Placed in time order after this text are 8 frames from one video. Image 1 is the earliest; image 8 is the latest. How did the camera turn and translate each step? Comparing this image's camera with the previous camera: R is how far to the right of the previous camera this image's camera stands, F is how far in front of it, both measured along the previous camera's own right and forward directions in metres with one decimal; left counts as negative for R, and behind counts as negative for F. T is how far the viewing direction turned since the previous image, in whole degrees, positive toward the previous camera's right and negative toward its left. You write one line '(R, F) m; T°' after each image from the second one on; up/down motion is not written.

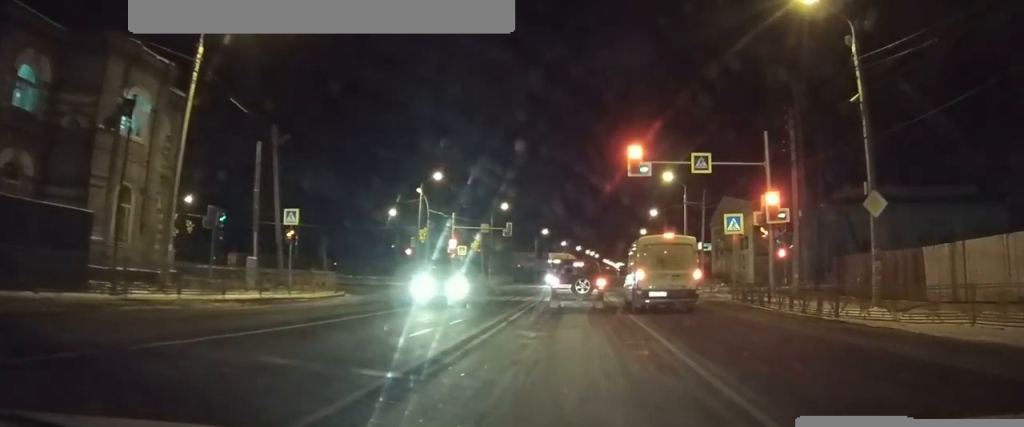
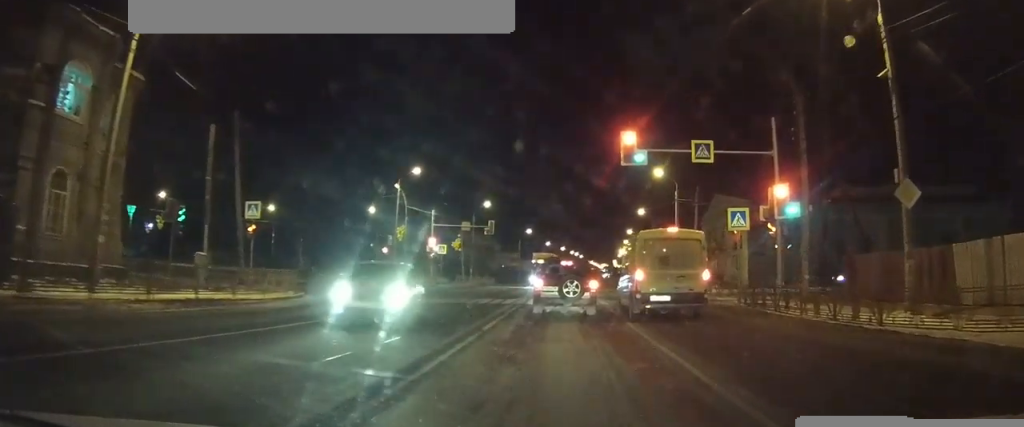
(0.0, +2.7) m; +1°
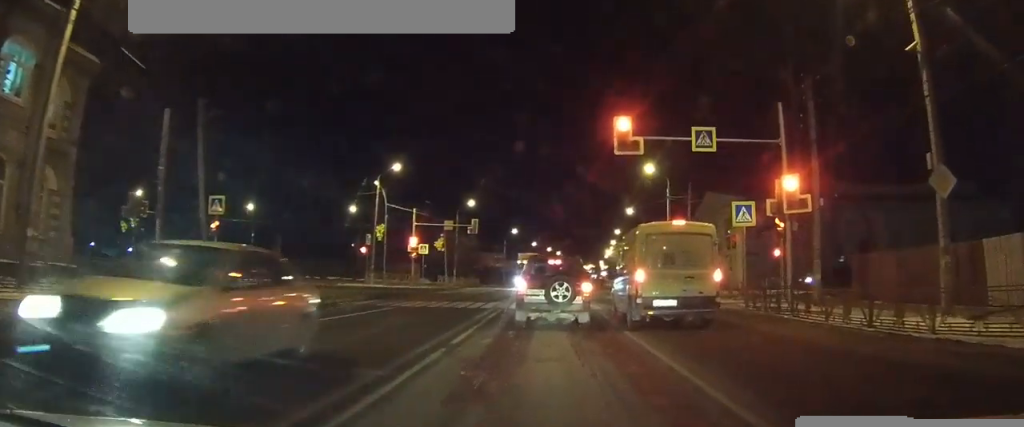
(0.0, +2.2) m; +1°
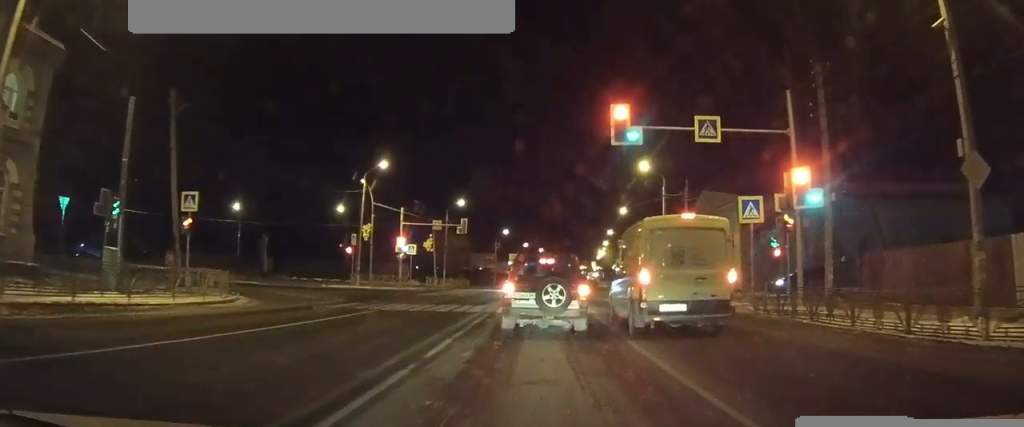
(0.0, +1.6) m; +1°
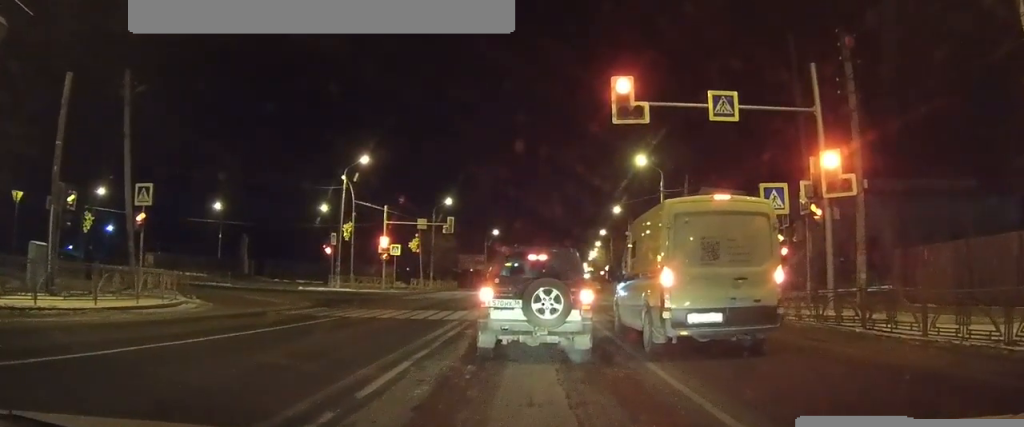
(0.0, +3.3) m; -2°
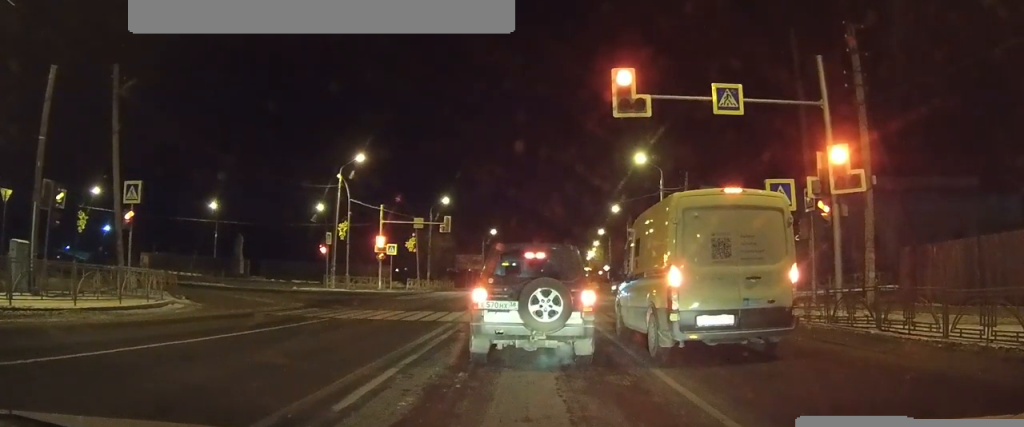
(-0.1, +2.0) m; -2°
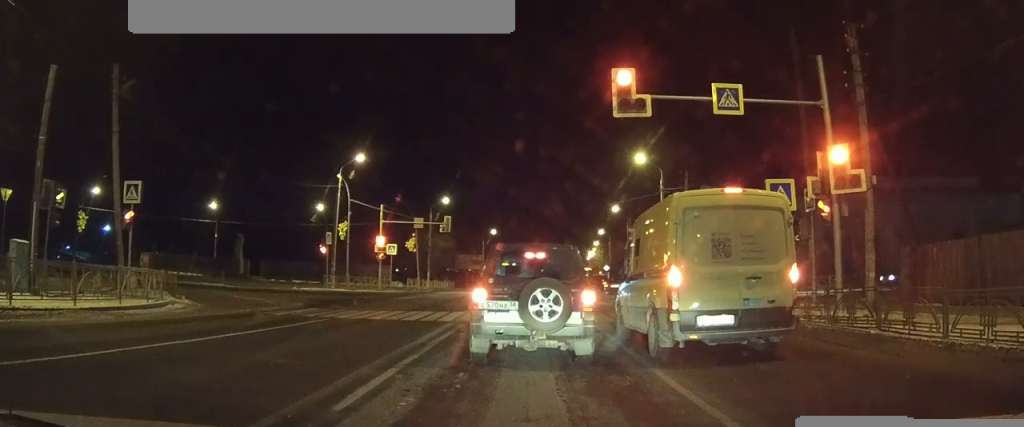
(-0.2, +1.3) m; 0°
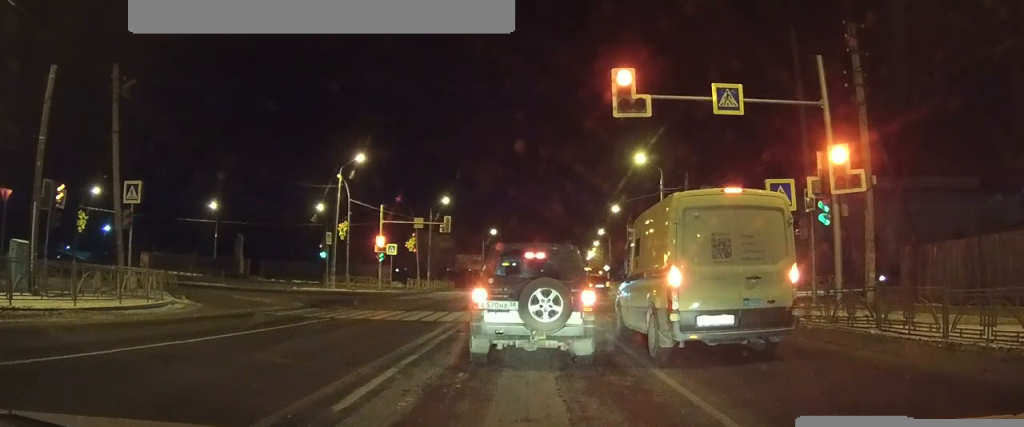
(-0.1, +0.4) m; 0°
